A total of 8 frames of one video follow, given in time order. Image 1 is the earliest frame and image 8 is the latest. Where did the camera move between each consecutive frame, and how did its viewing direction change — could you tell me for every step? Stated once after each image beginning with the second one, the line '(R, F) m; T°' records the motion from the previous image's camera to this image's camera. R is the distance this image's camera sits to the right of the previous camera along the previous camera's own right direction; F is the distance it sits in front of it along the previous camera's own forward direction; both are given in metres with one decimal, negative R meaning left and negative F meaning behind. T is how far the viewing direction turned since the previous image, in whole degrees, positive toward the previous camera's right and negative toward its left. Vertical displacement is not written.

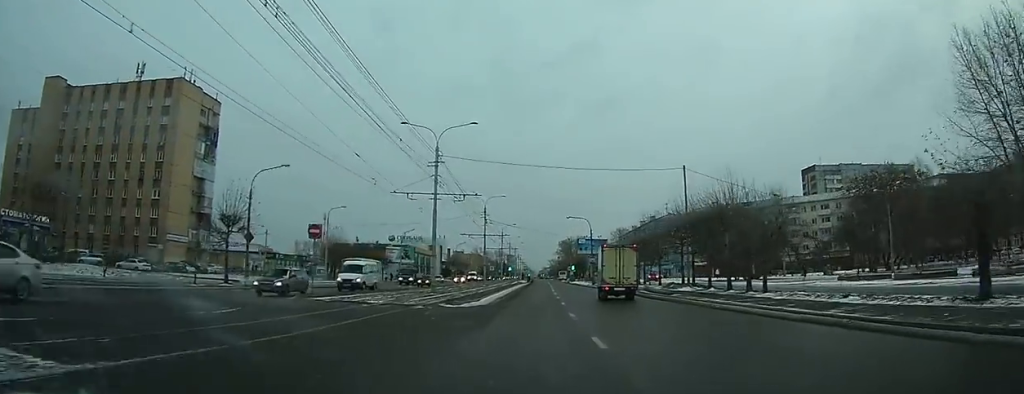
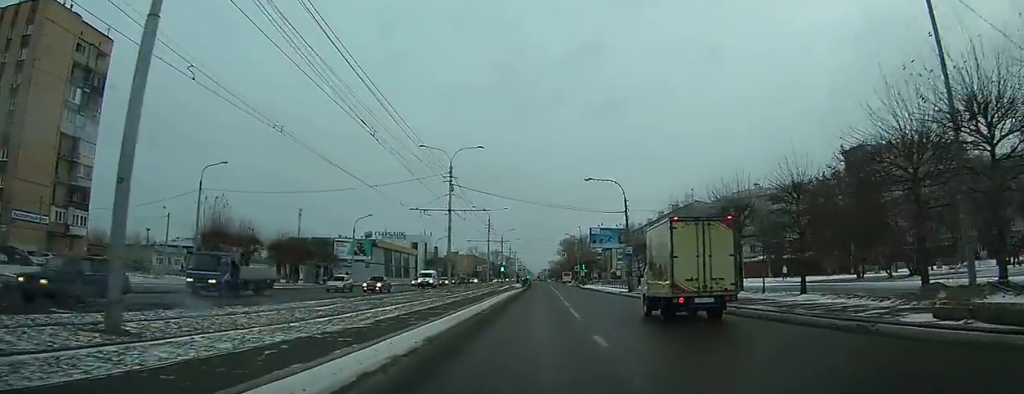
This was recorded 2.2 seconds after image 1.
(-0.1, +32.3) m; +1°
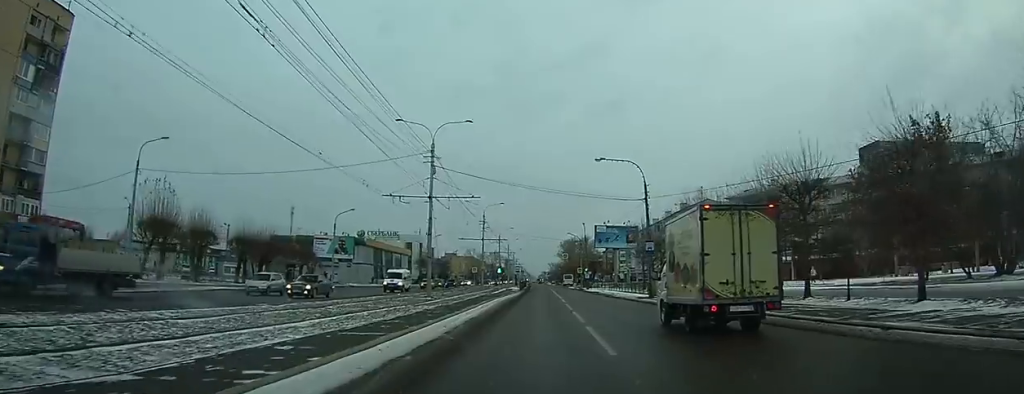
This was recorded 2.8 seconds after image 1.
(+0.1, +9.0) m; +1°
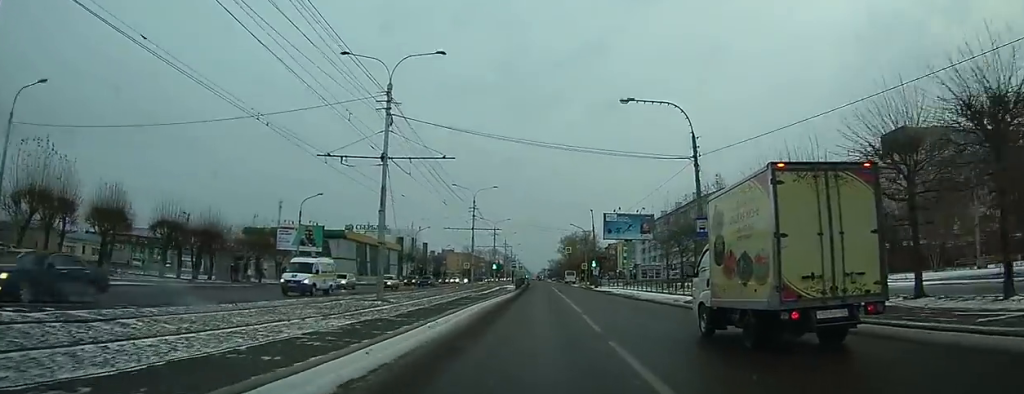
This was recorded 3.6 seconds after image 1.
(+0.2, +12.5) m; 0°
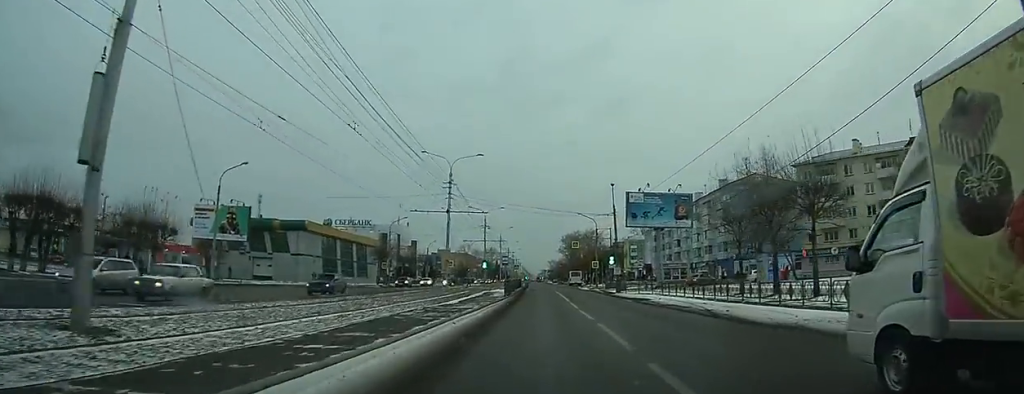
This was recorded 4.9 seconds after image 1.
(-0.2, +19.3) m; -1°
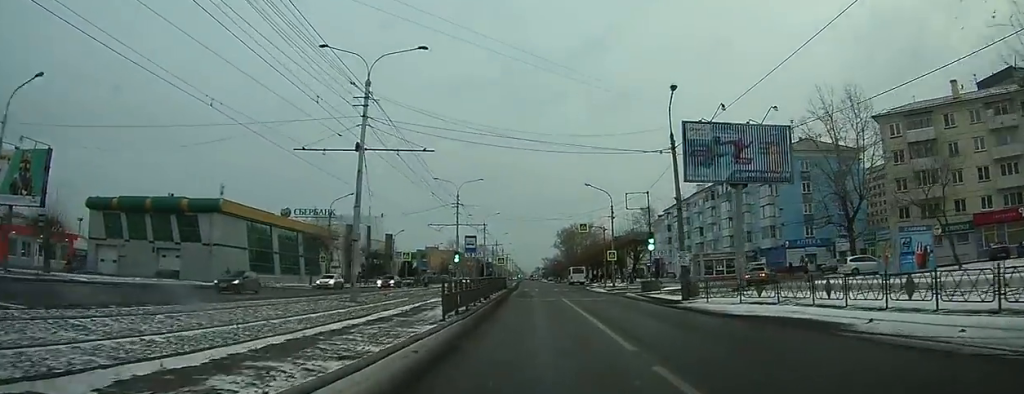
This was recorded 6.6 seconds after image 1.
(-0.2, +24.8) m; 0°
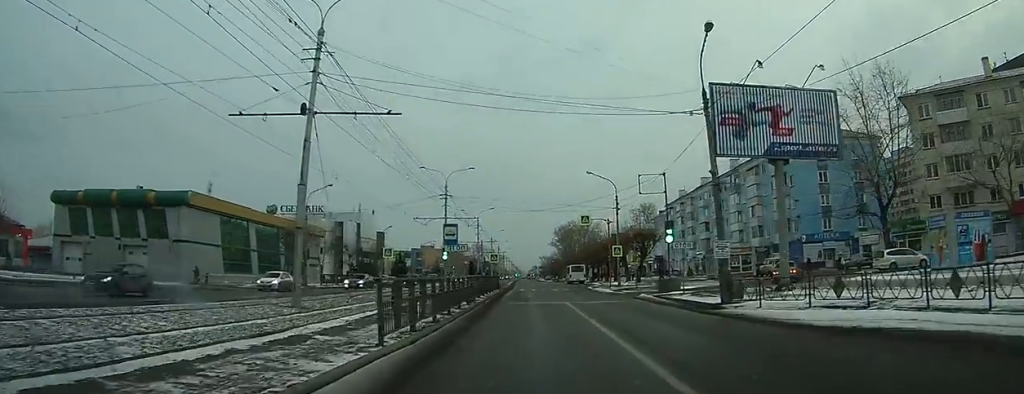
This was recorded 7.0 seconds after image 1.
(+0.1, +6.2) m; 0°
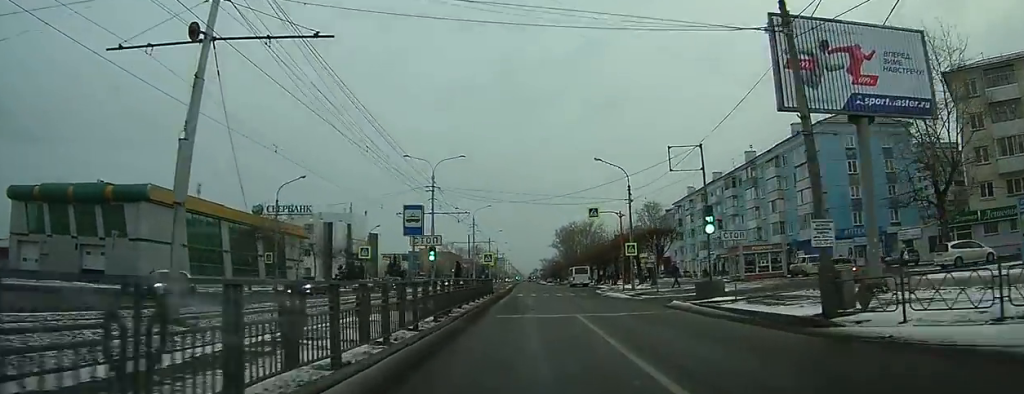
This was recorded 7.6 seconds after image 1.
(+0.1, +7.6) m; 0°
